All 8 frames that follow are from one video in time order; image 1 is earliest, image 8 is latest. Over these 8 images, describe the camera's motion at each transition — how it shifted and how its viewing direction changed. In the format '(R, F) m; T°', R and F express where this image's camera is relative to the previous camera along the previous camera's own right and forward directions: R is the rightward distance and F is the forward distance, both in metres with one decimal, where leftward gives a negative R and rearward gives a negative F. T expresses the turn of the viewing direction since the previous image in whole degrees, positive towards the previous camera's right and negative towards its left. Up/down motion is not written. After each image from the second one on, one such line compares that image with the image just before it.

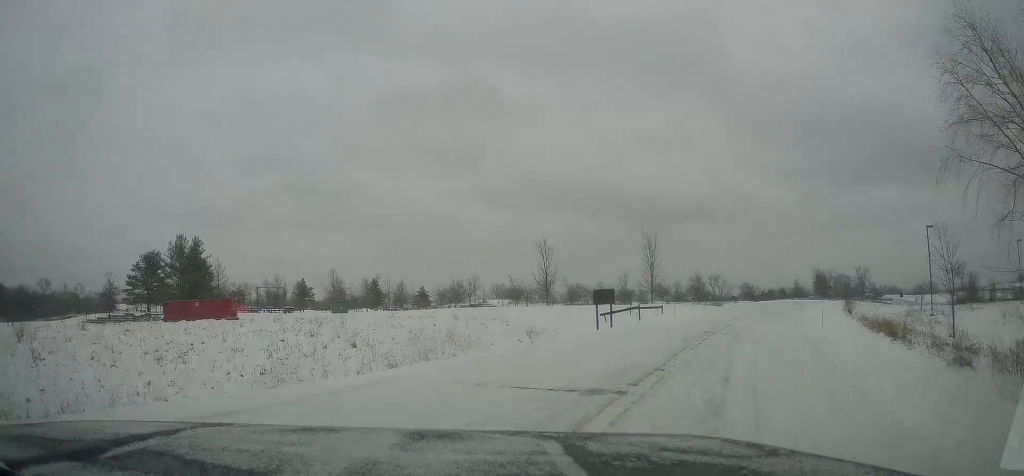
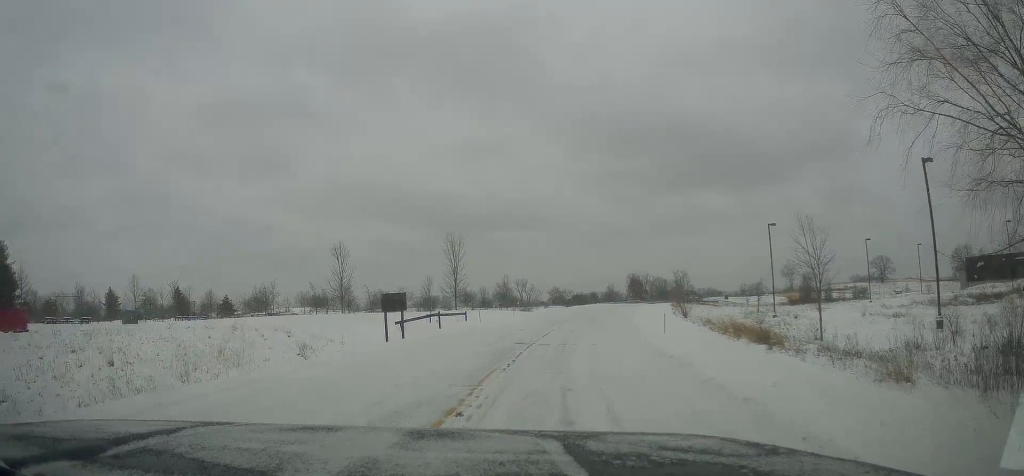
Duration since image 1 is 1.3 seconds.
(+1.1, +4.5) m; +19°
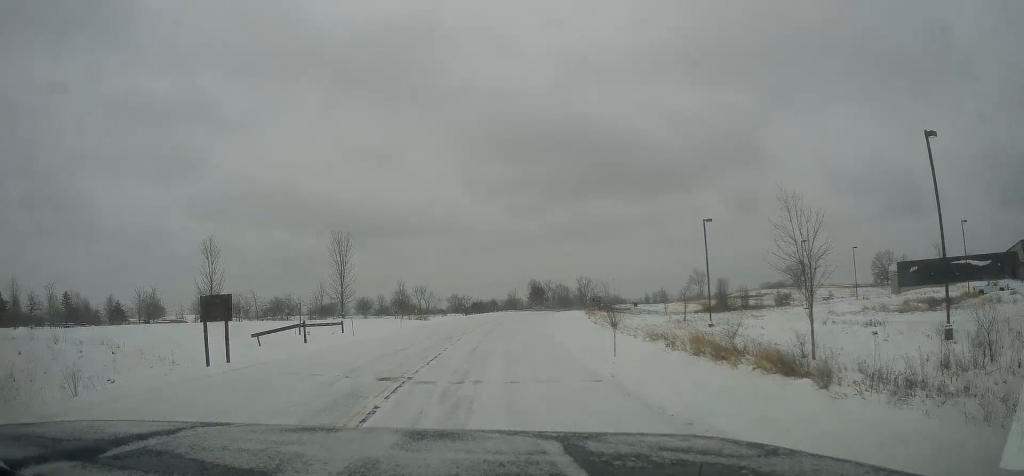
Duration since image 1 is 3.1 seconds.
(+0.5, +8.0) m; +7°
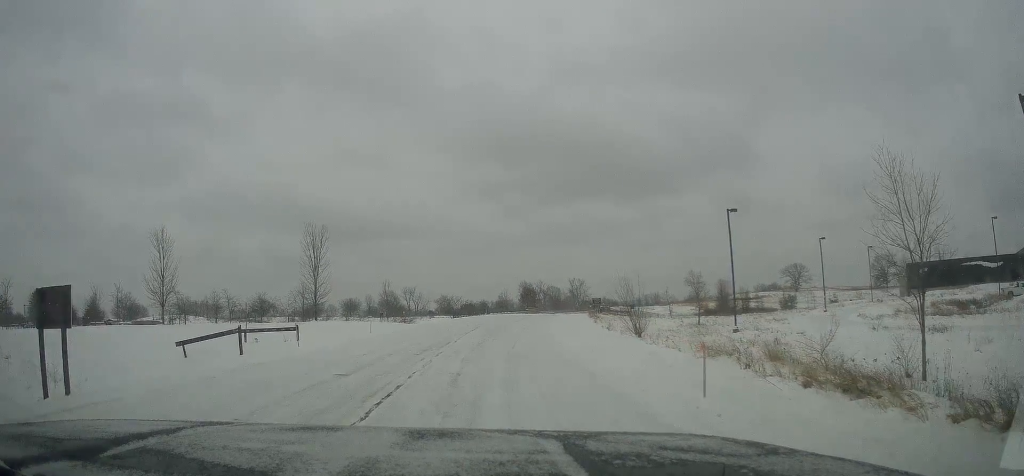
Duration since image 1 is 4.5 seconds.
(+0.7, +7.9) m; +8°
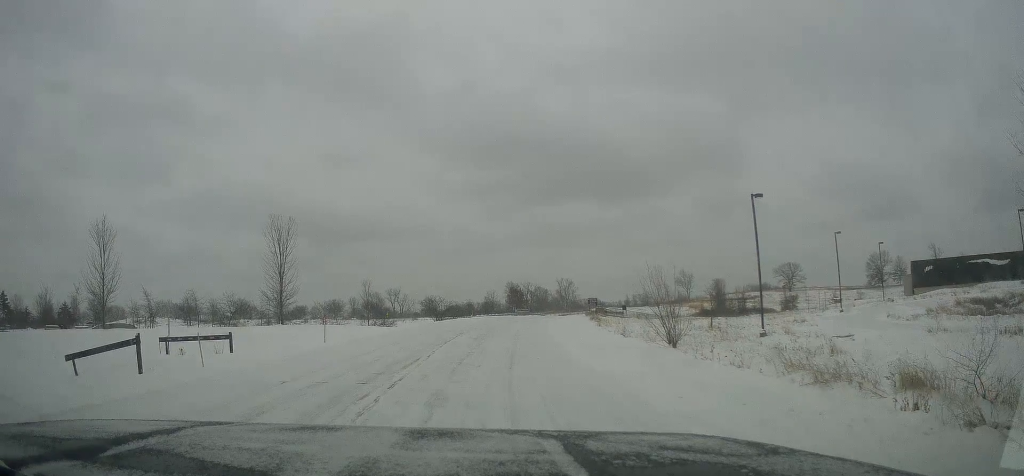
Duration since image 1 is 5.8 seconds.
(+0.3, +7.3) m; +2°
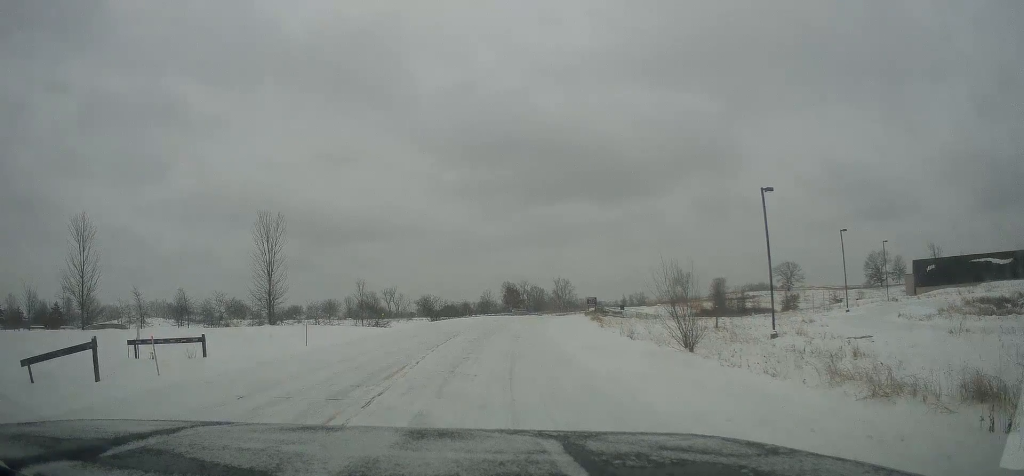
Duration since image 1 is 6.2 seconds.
(0.0, +2.2) m; 0°
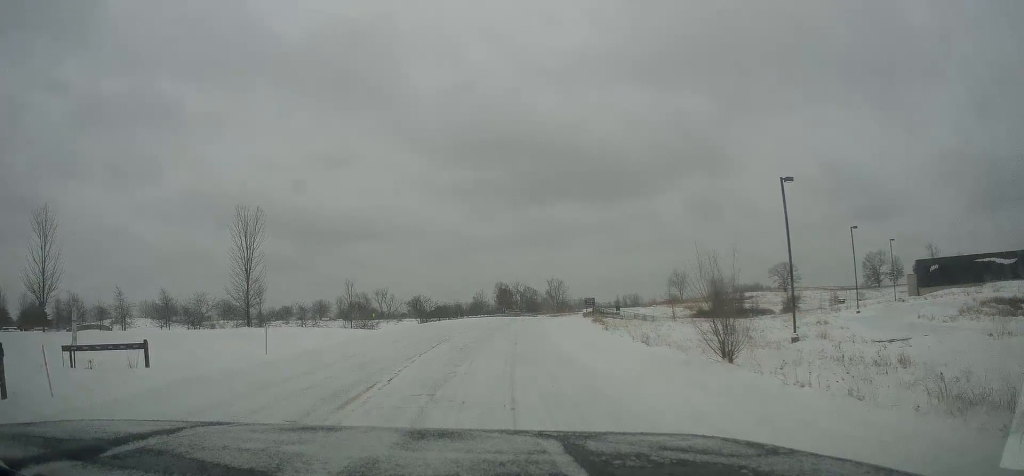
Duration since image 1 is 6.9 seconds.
(-0.1, +3.7) m; +1°
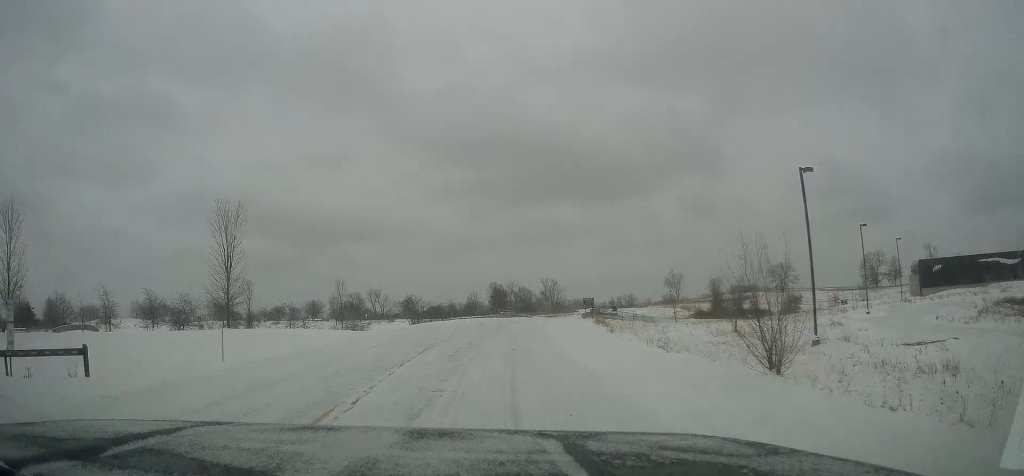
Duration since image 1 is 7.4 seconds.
(+0.1, +3.0) m; 0°
